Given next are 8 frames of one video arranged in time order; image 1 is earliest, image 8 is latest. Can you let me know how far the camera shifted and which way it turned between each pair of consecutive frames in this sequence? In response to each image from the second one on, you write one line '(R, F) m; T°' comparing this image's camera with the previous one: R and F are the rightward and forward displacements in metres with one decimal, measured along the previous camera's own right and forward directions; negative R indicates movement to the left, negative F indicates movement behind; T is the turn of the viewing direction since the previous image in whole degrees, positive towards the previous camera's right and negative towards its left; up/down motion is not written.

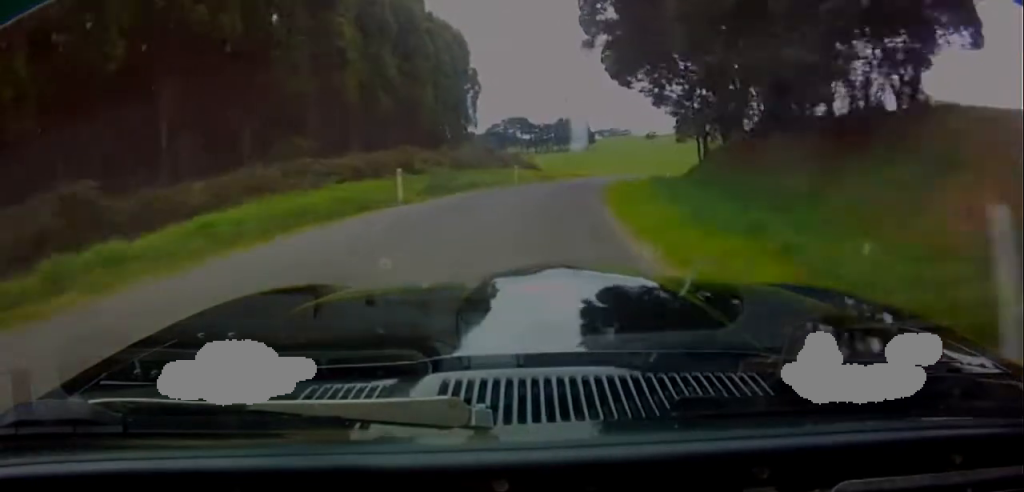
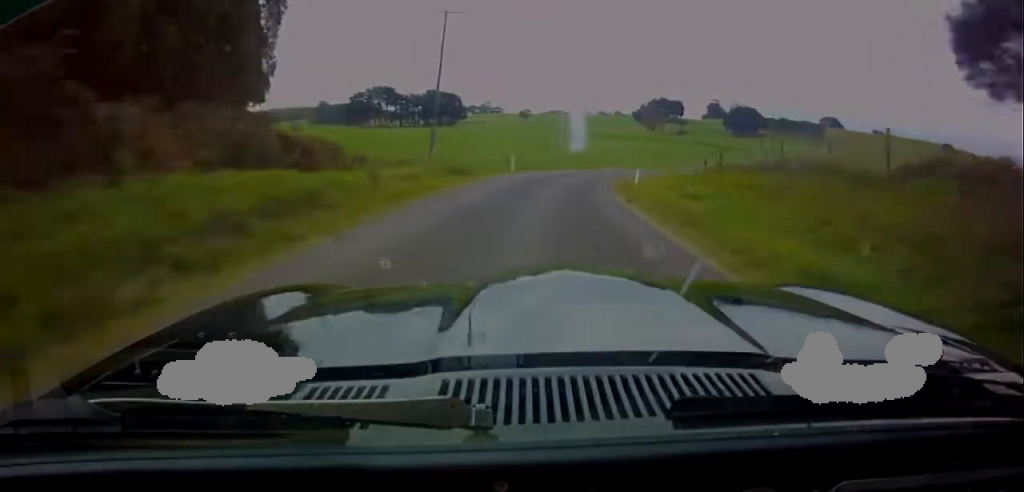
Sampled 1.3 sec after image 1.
(+7.9, +35.2) m; +25°
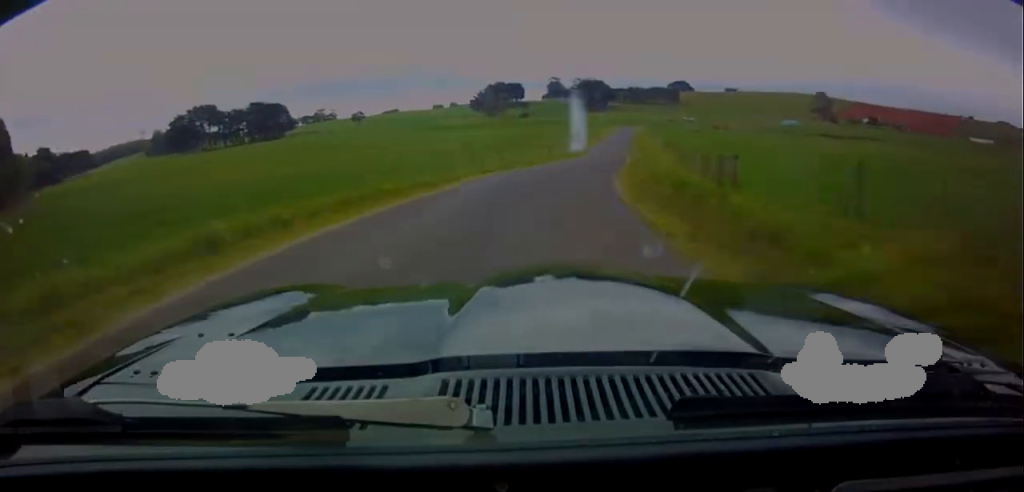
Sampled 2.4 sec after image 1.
(+6.1, +33.8) m; +17°
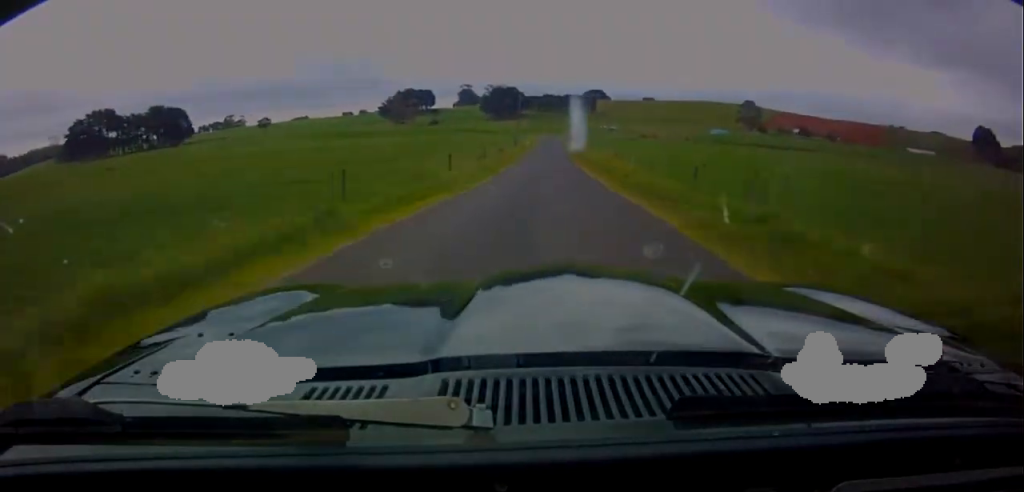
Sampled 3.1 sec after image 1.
(+2.0, +25.3) m; +6°
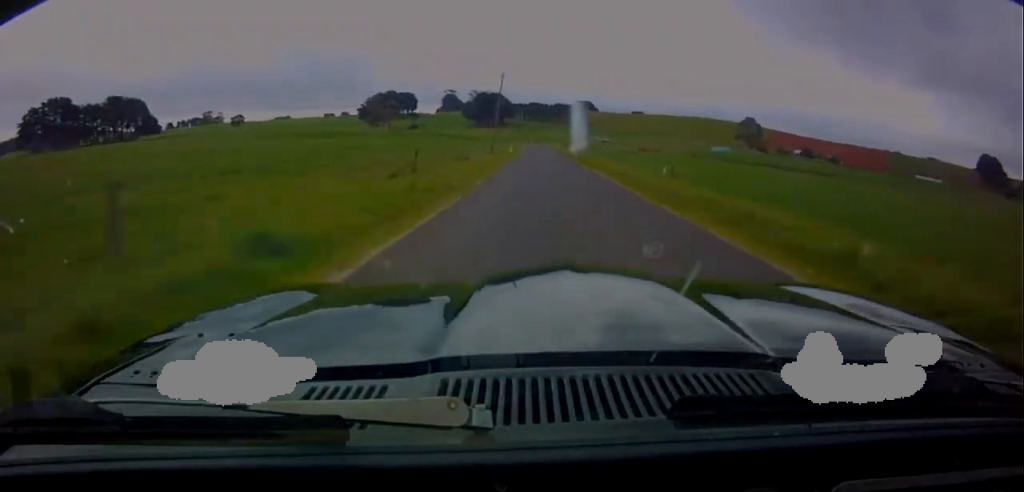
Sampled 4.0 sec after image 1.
(+1.6, +36.1) m; +2°
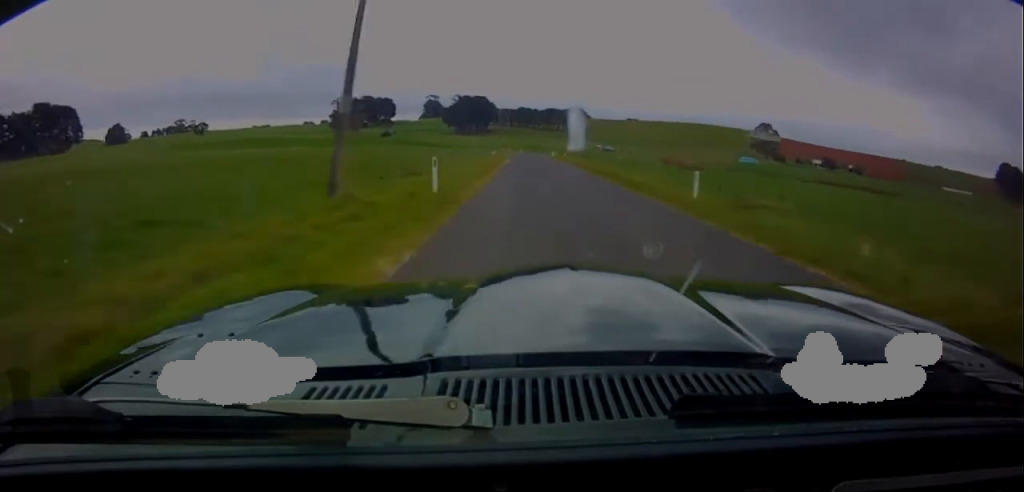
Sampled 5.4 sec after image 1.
(-0.4, +60.0) m; -1°
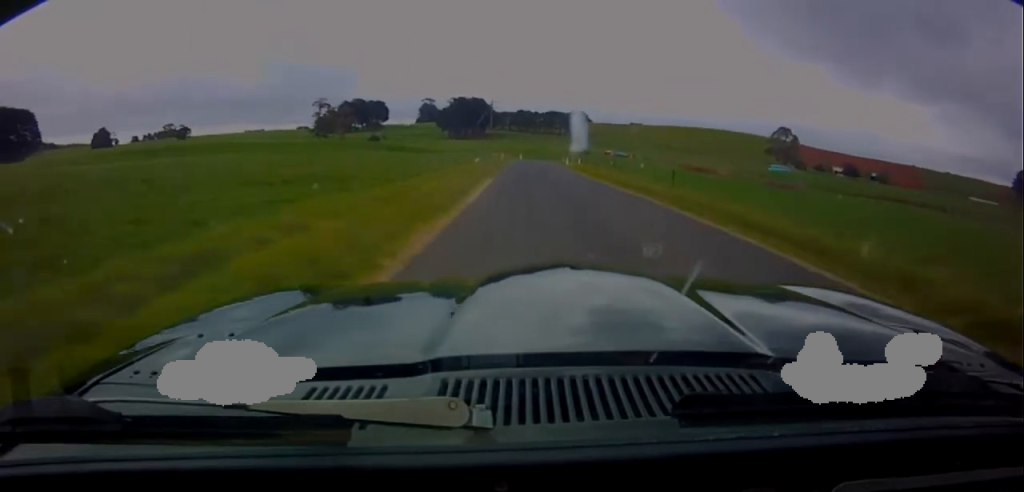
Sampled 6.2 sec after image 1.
(0.0, +32.5) m; 0°
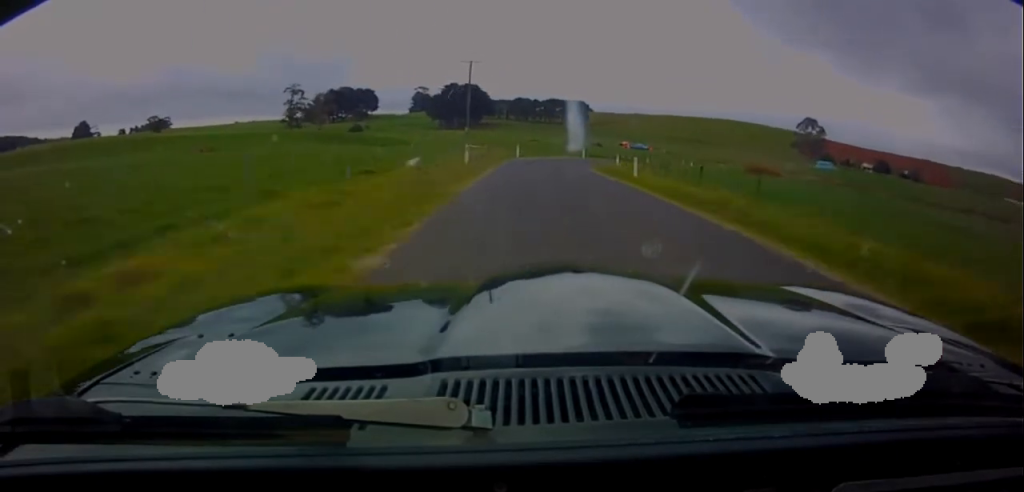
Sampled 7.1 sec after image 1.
(0.0, +36.5) m; +4°
